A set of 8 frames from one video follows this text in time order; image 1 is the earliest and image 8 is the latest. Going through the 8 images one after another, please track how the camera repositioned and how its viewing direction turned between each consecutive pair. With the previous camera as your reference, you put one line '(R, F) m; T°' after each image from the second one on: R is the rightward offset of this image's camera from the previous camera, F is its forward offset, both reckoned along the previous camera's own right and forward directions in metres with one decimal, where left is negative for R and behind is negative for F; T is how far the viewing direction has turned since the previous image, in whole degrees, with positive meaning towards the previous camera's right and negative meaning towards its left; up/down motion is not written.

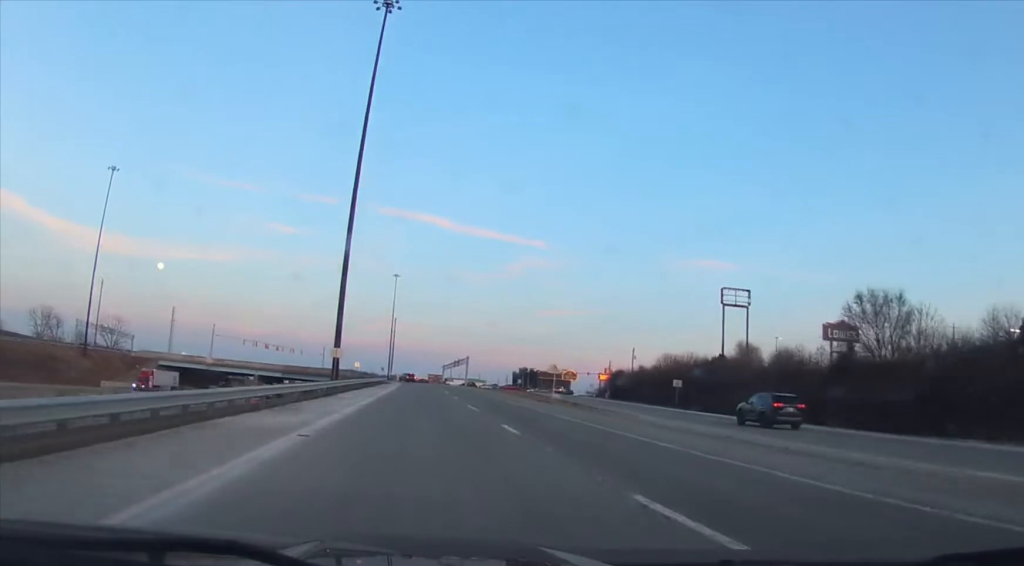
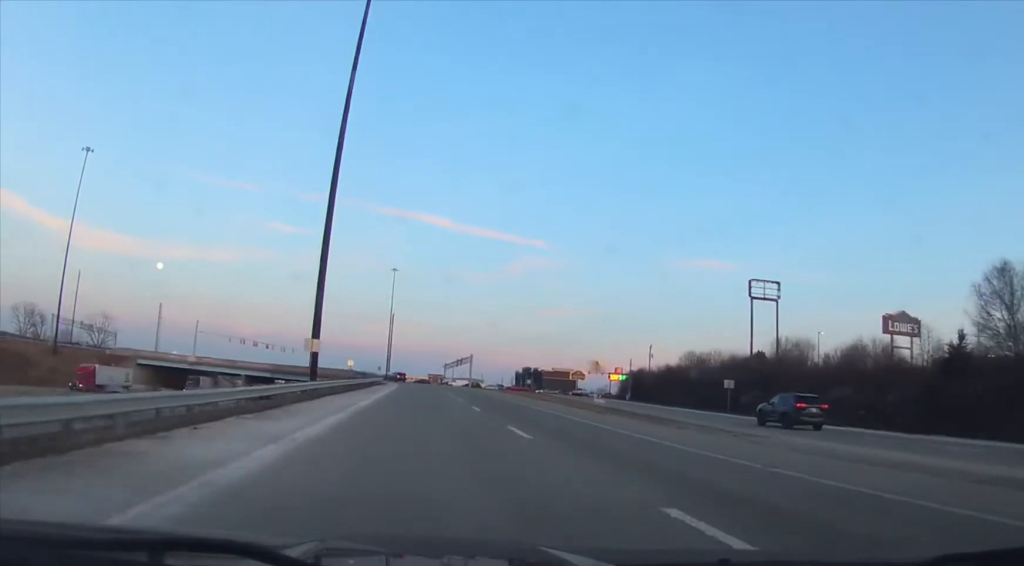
(0.0, +13.9) m; 0°
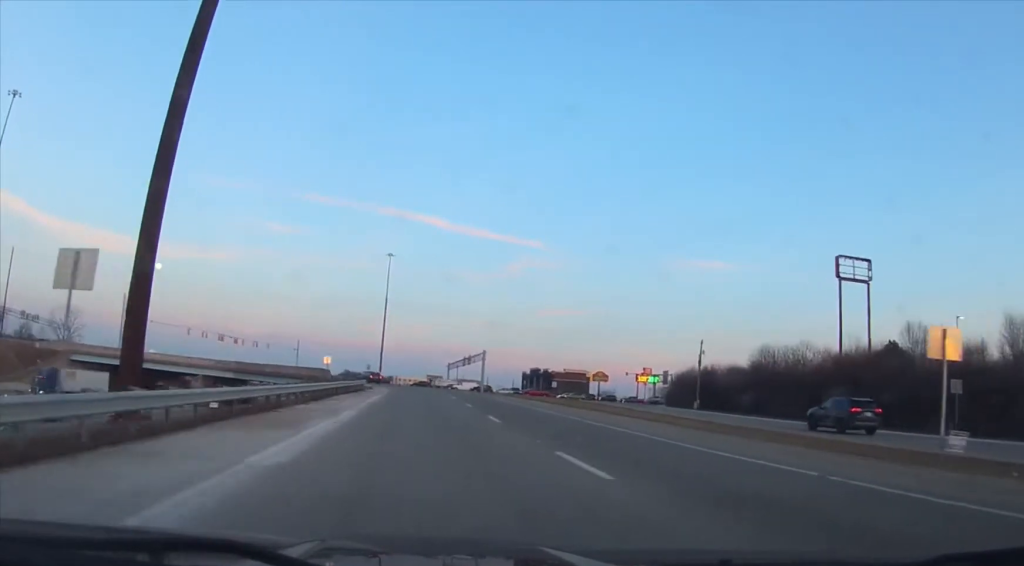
(0.0, +32.6) m; 0°
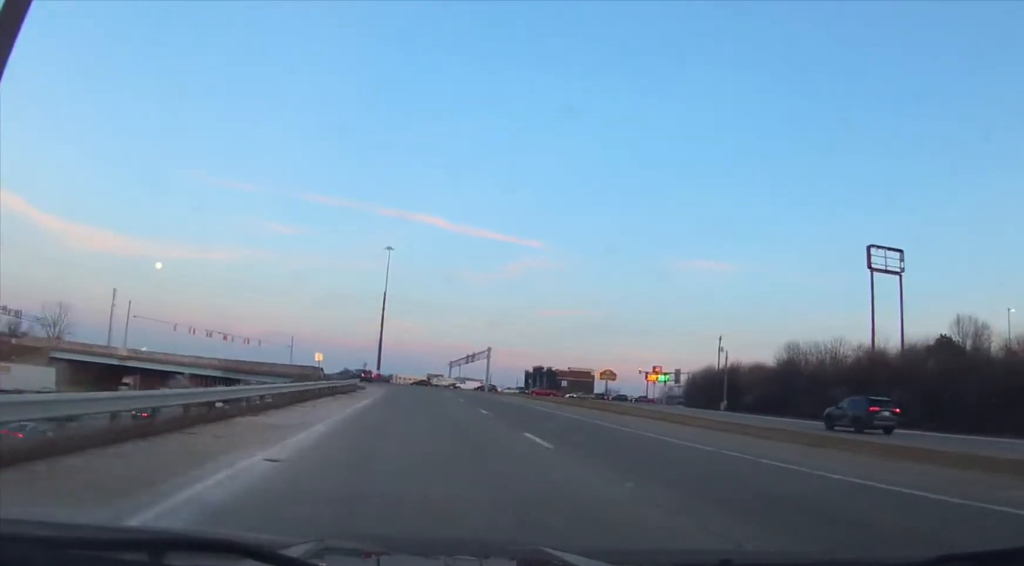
(0.0, +8.8) m; 0°
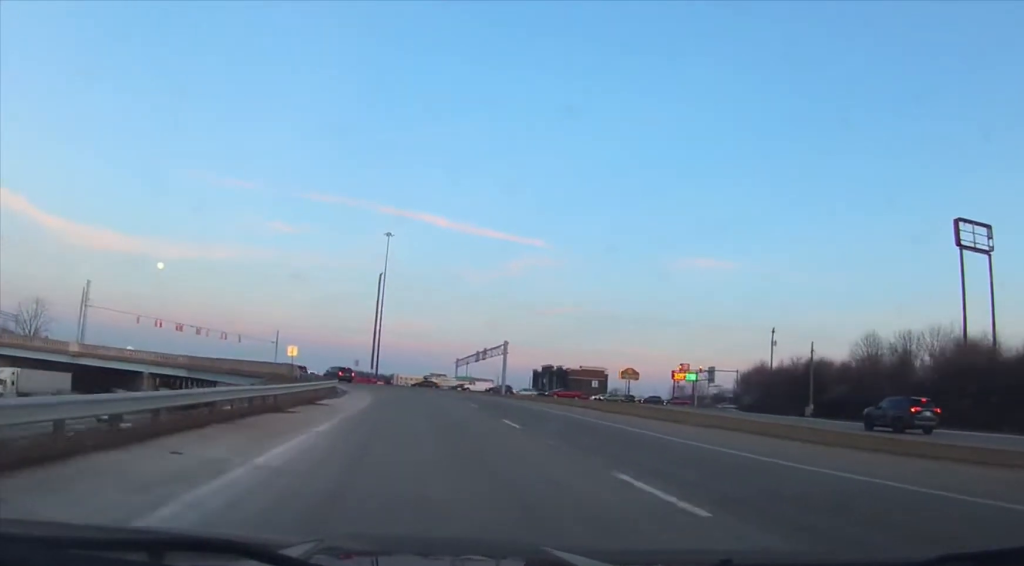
(0.0, +20.3) m; 0°
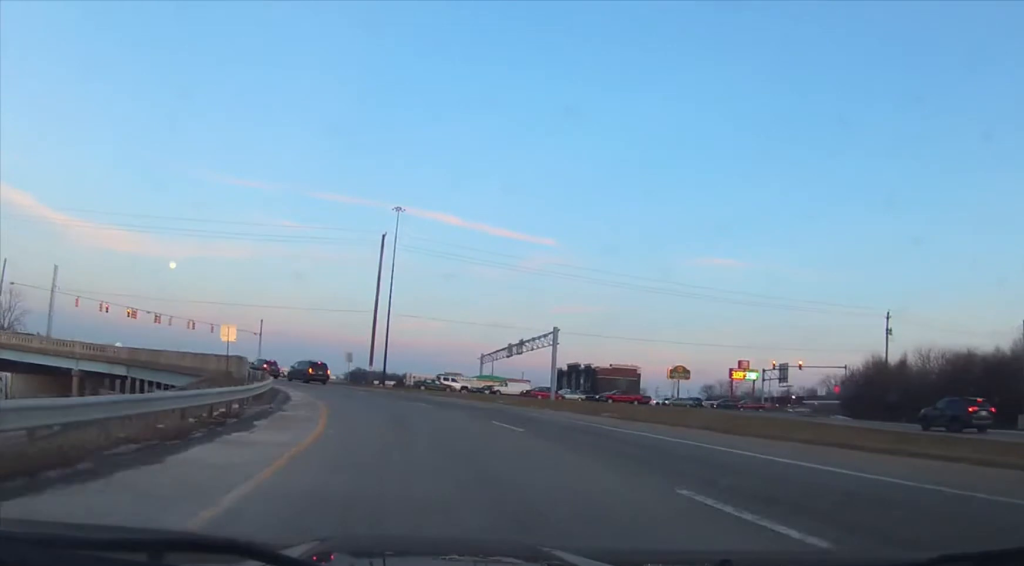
(+0.1, +28.7) m; -1°
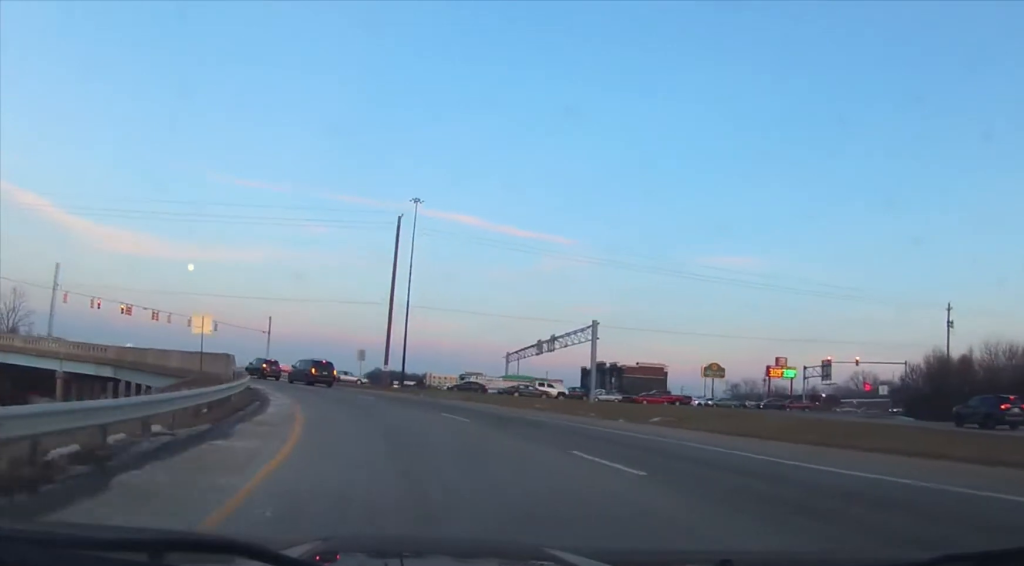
(-0.3, +8.6) m; -4°
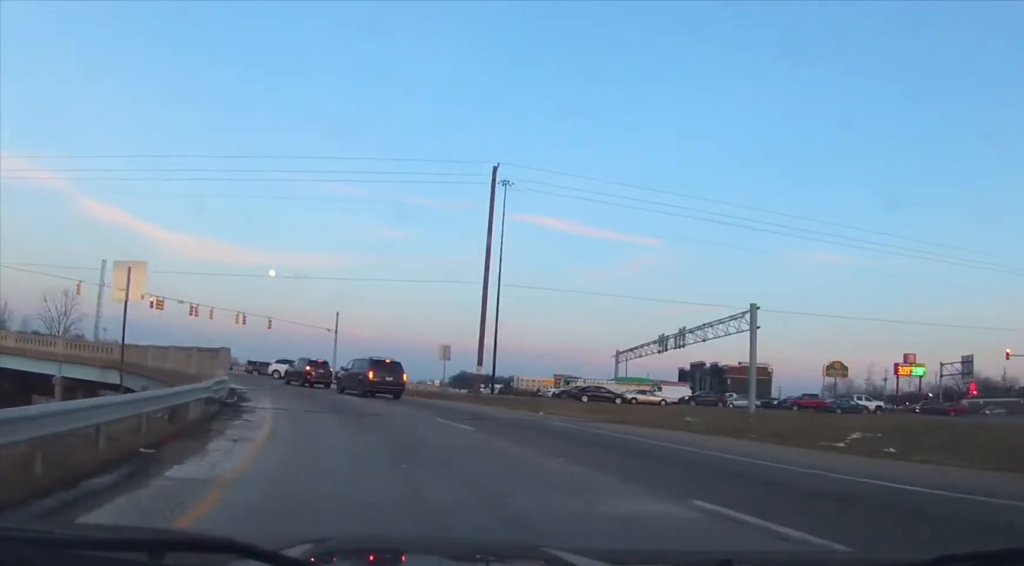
(-1.6, +17.8) m; -12°
